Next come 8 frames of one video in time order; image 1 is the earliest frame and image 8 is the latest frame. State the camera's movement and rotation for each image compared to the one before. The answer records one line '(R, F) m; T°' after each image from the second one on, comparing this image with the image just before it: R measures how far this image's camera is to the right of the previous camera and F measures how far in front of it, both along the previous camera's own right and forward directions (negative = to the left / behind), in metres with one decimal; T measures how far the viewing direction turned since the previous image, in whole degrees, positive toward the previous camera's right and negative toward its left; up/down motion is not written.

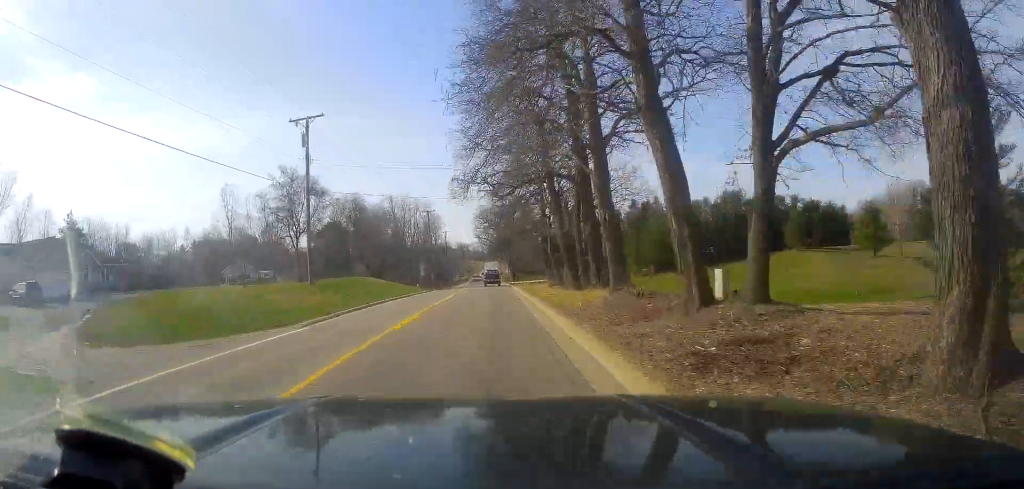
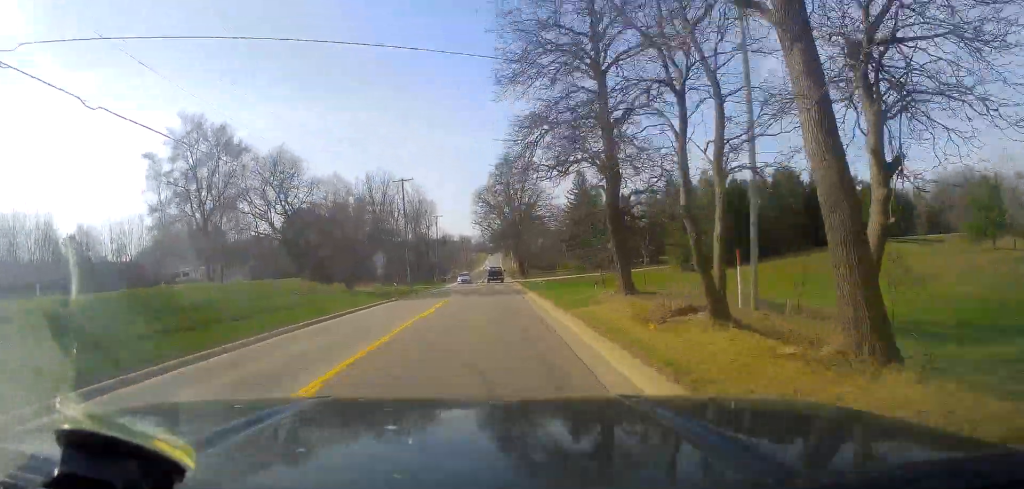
(+0.1, +26.9) m; +1°
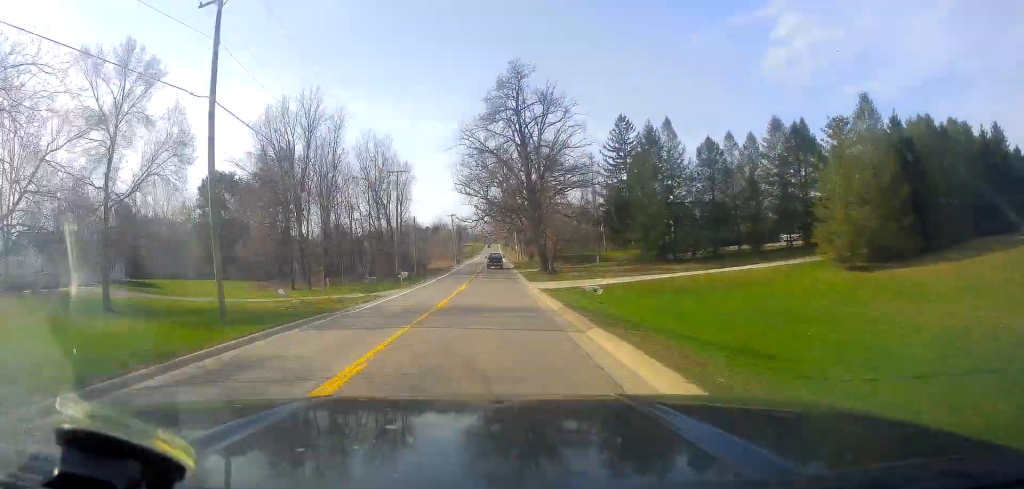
(+0.3, +44.3) m; 0°
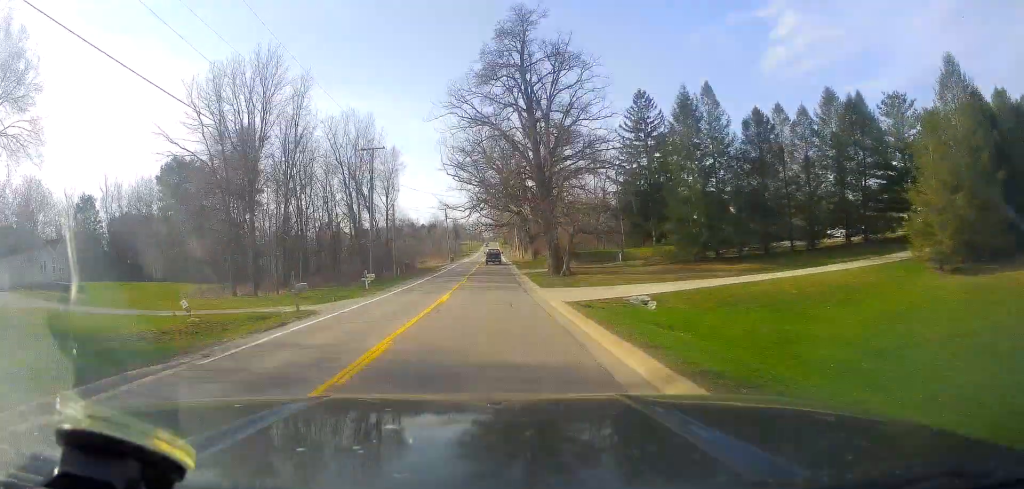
(0.0, +12.9) m; 0°
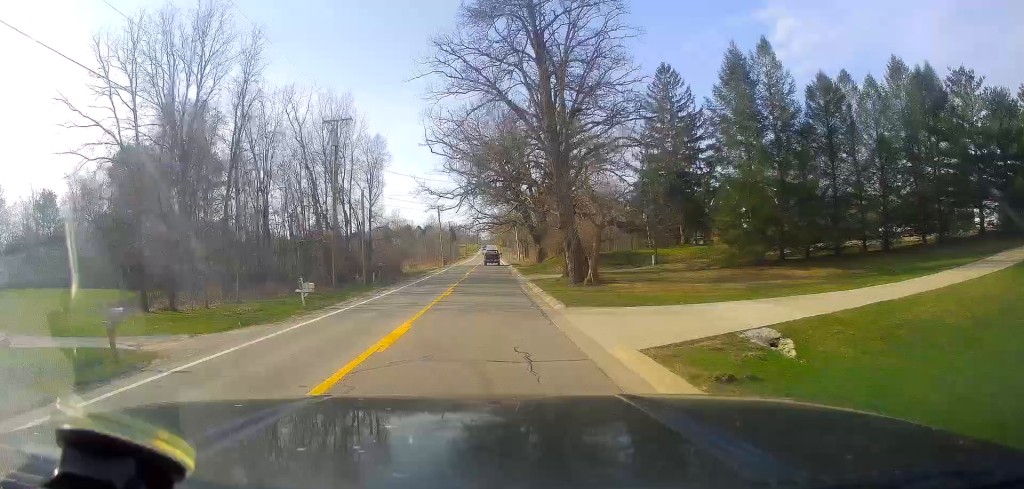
(0.0, +12.1) m; -1°
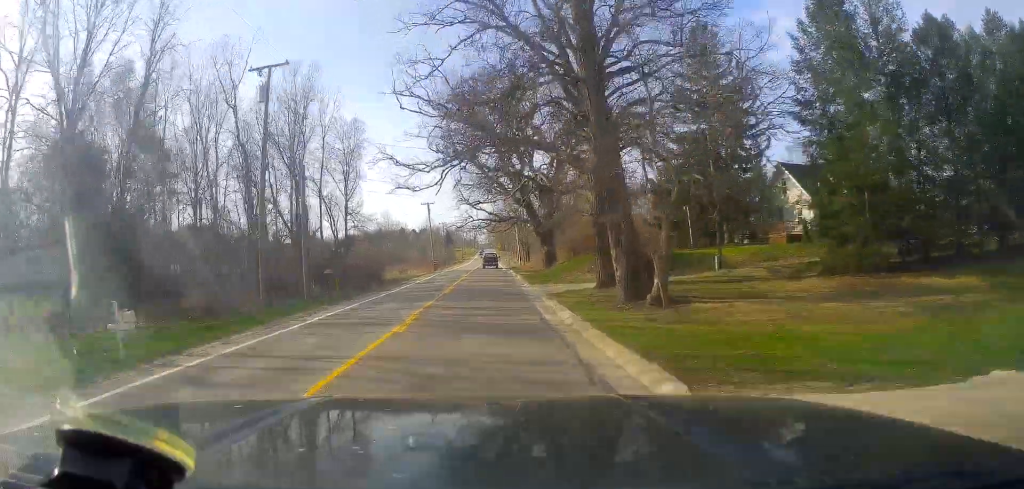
(+0.1, +12.9) m; -1°
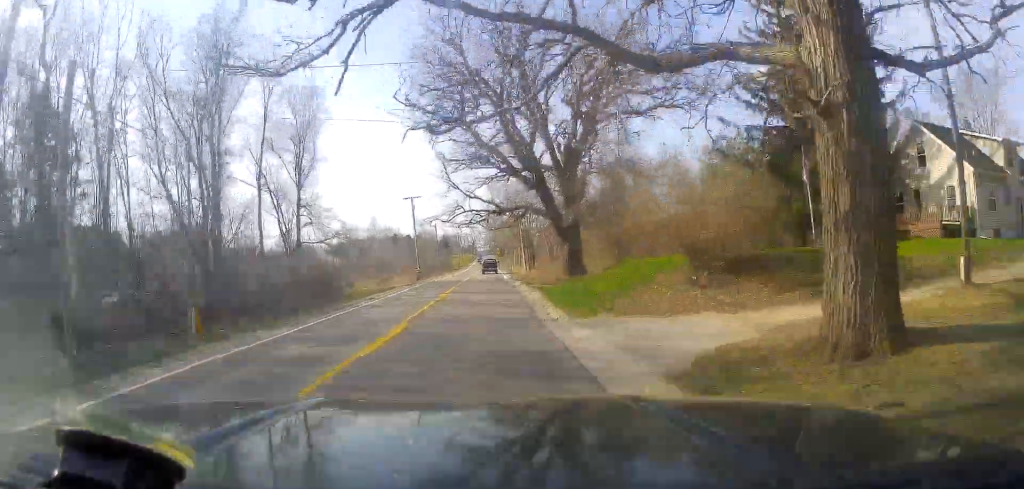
(-0.6, +17.6) m; 0°
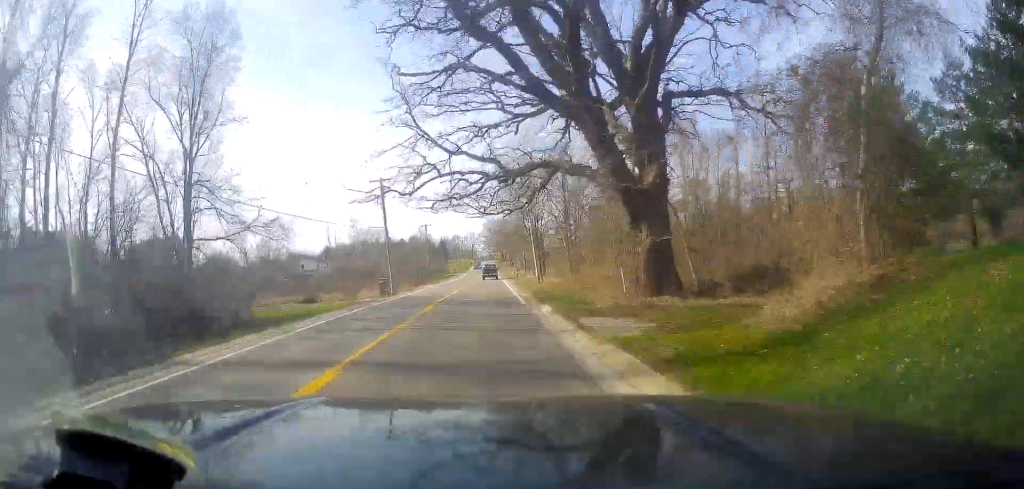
(+0.4, +21.1) m; +1°
